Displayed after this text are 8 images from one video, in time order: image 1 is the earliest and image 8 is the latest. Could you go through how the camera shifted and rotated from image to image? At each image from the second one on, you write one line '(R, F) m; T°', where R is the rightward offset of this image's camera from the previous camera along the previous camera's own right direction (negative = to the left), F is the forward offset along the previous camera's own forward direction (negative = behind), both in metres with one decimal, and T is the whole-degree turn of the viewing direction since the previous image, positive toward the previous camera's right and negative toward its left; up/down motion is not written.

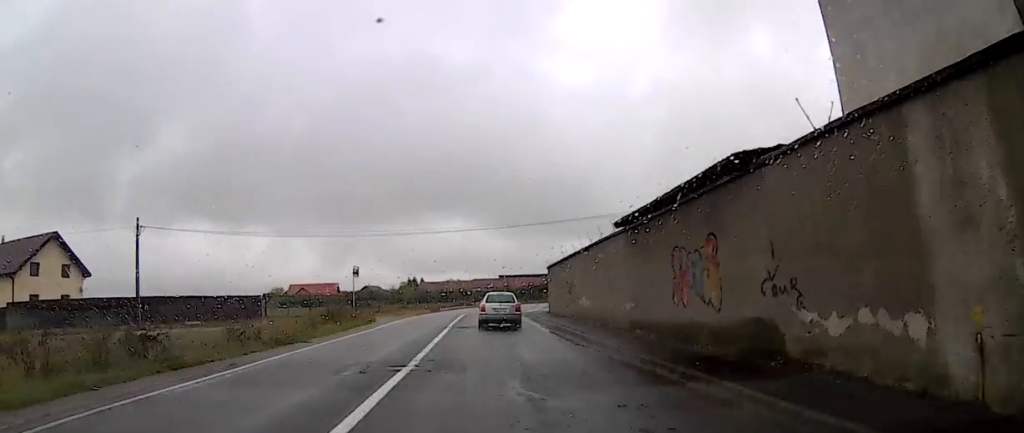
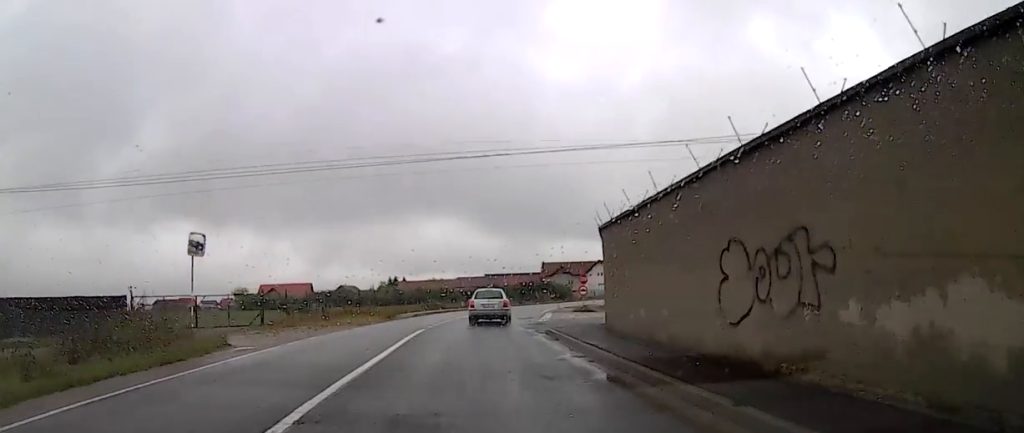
(+0.6, +21.8) m; +4°
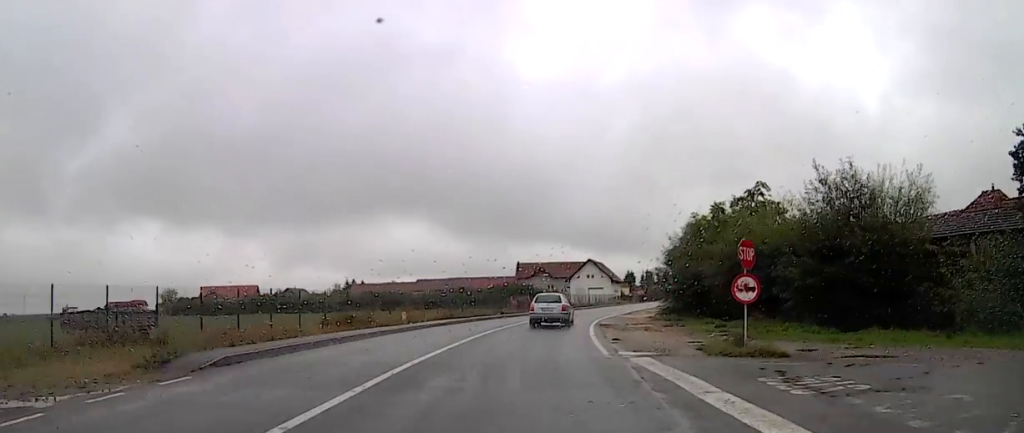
(-1.1, +28.9) m; 0°
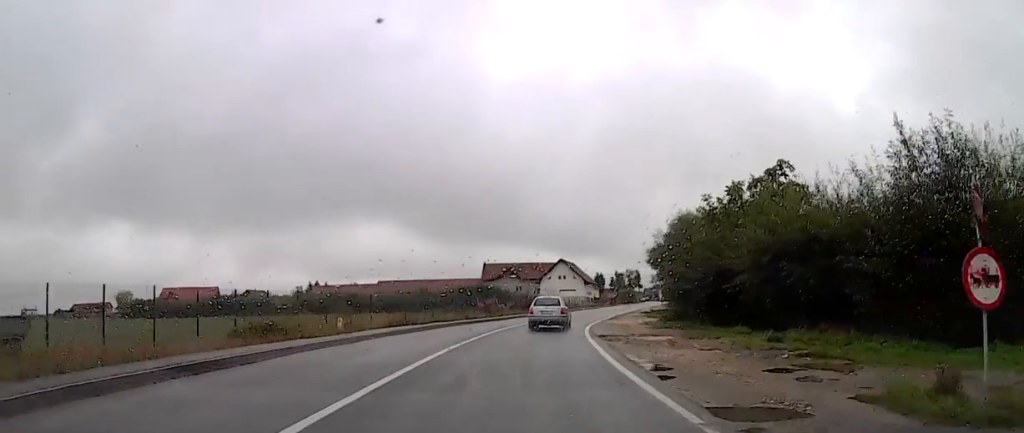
(+0.7, +8.0) m; +4°
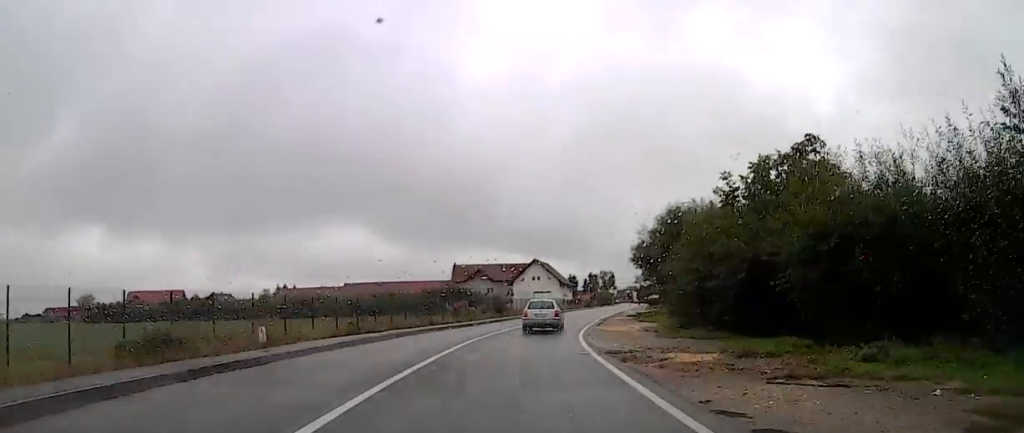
(+0.6, +6.6) m; +4°
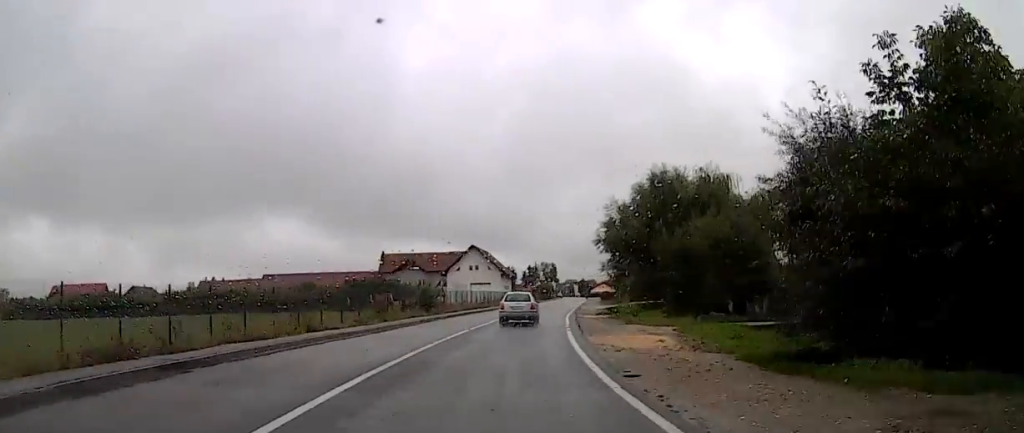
(+0.5, +15.5) m; +4°
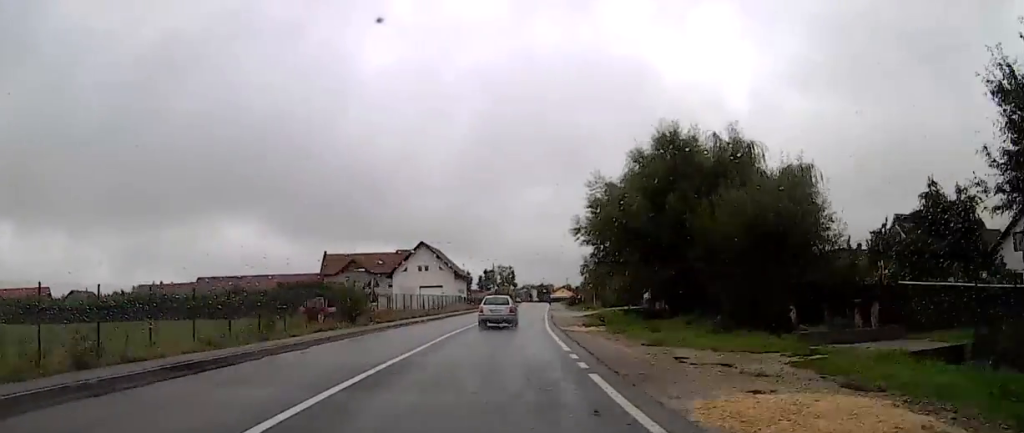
(+0.5, +13.9) m; +3°
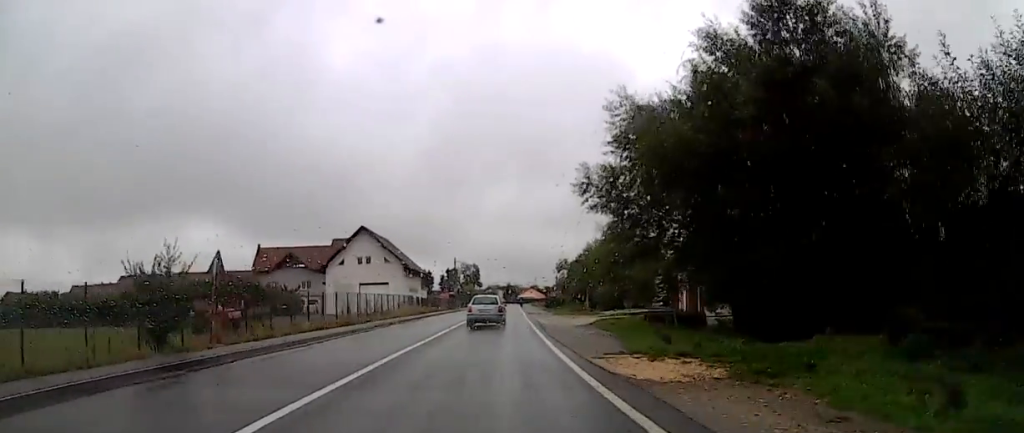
(+0.4, +18.5) m; +3°
